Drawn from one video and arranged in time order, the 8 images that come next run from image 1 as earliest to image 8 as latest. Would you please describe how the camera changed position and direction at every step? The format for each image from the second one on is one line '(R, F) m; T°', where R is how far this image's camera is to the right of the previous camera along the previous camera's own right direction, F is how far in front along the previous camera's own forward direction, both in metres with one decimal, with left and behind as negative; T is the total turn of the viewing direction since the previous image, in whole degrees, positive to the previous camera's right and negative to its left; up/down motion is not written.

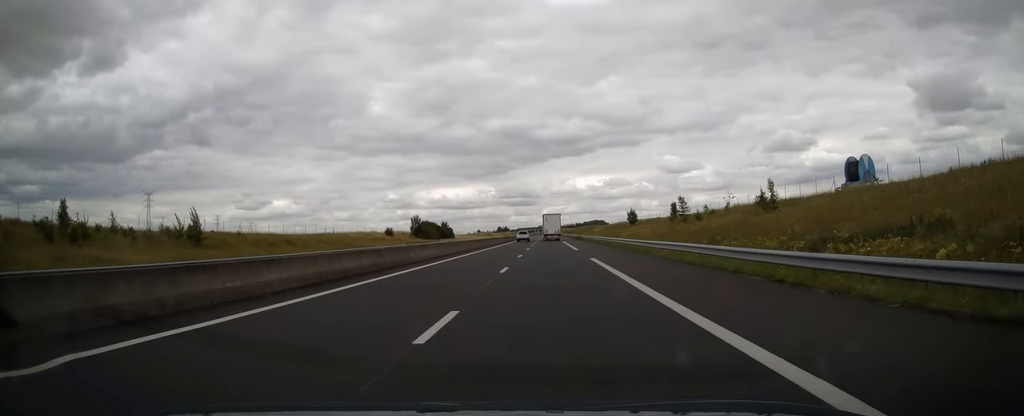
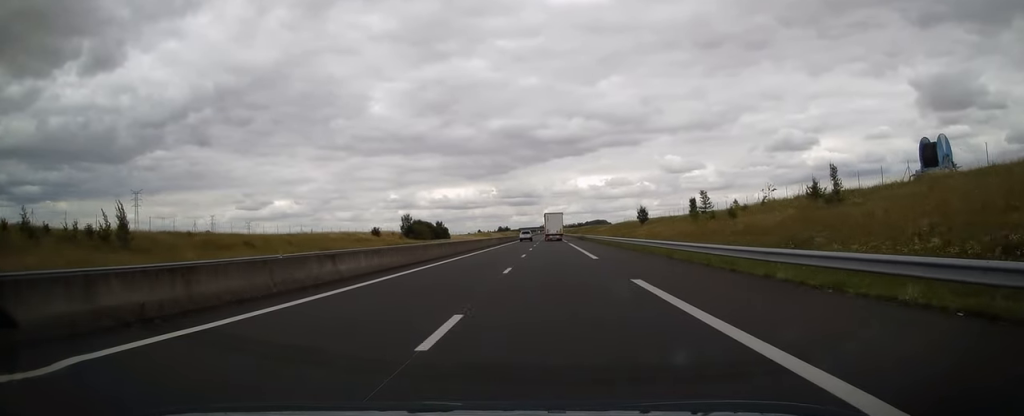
(-0.1, +13.3) m; 0°
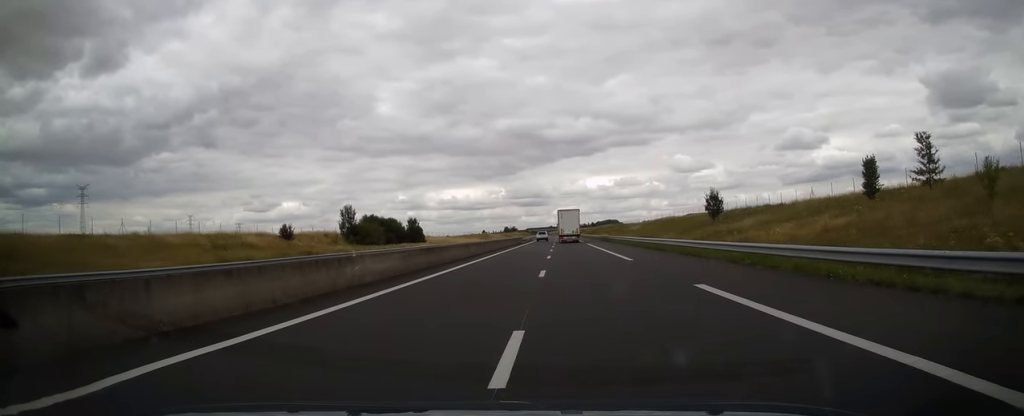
(-0.3, +53.8) m; -1°
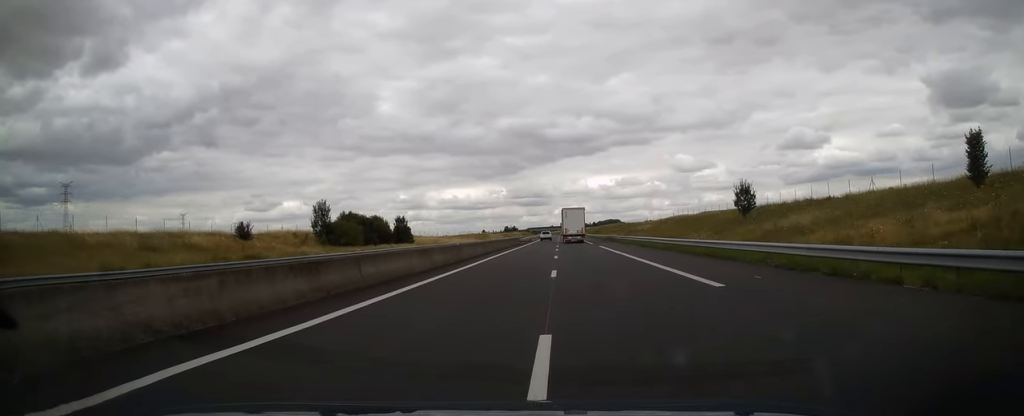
(-0.1, +13.4) m; 0°
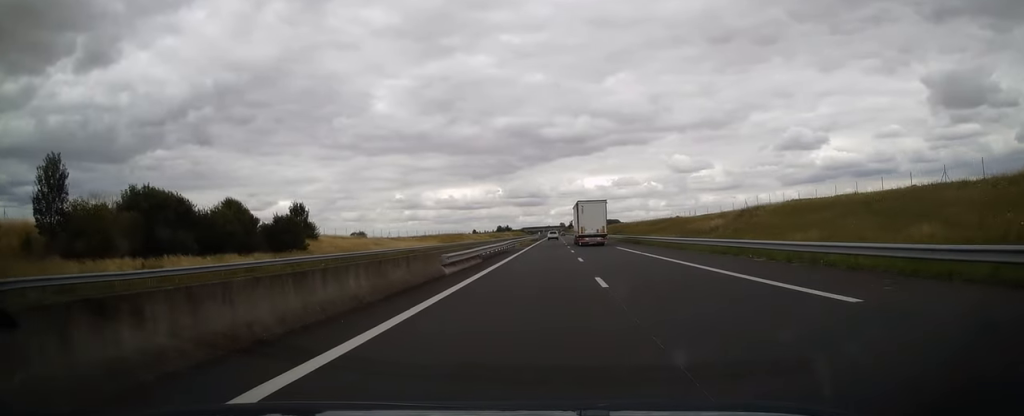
(+0.6, +55.8) m; +1°
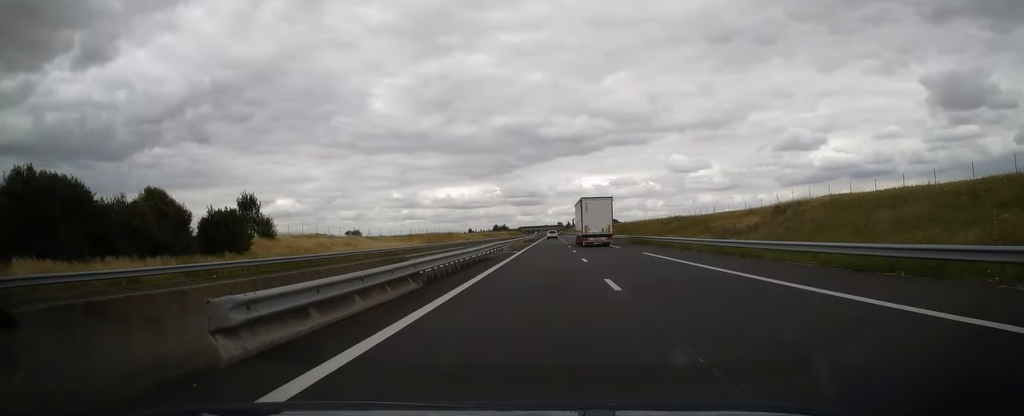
(+0.1, +13.9) m; 0°
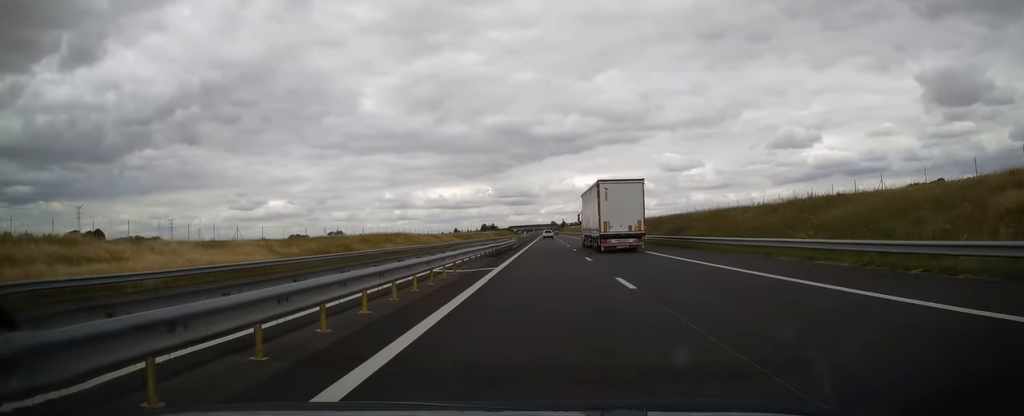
(-0.3, +52.0) m; 0°
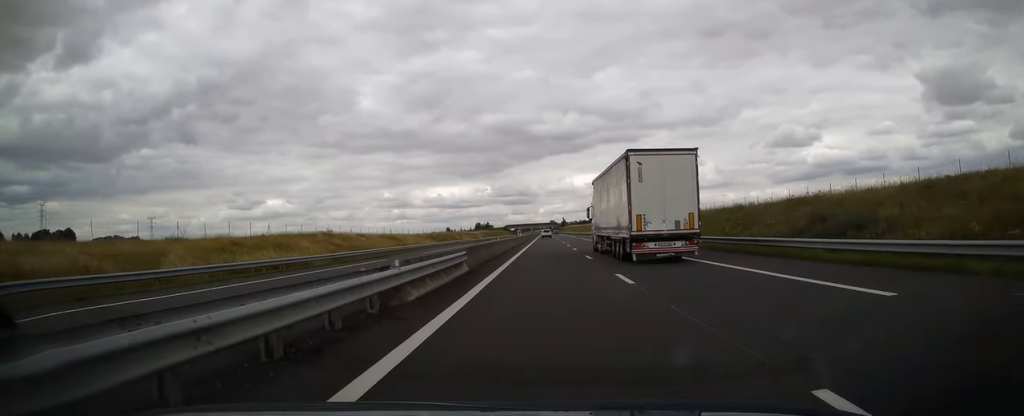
(+0.2, +37.9) m; 0°
